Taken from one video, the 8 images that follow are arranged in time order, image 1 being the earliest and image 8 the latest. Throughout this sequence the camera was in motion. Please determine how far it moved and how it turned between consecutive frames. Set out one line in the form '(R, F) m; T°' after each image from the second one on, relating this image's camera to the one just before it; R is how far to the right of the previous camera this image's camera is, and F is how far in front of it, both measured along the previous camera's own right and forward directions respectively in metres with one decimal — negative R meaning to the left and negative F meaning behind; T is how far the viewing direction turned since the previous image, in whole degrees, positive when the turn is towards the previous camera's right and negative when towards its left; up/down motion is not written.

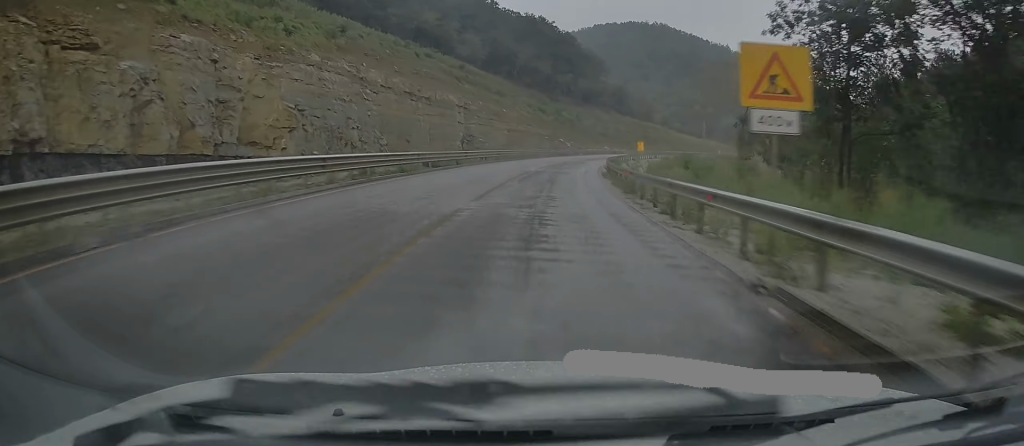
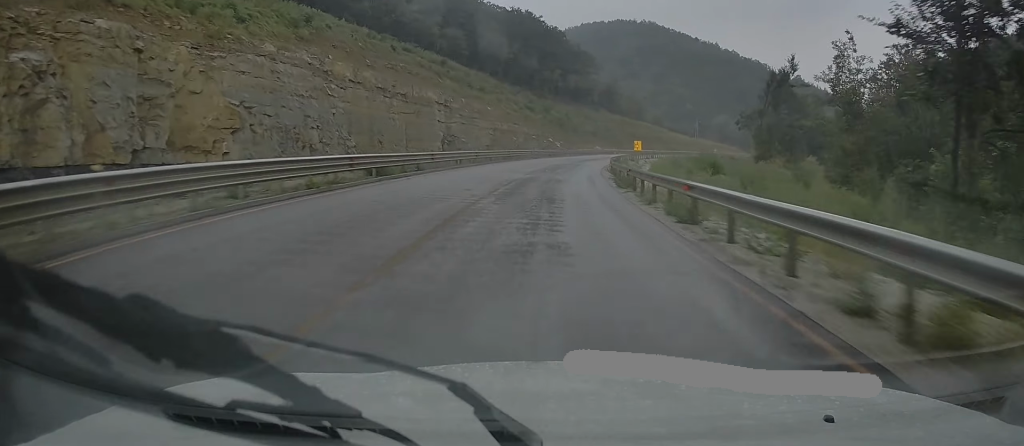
(+0.1, +9.8) m; +1°
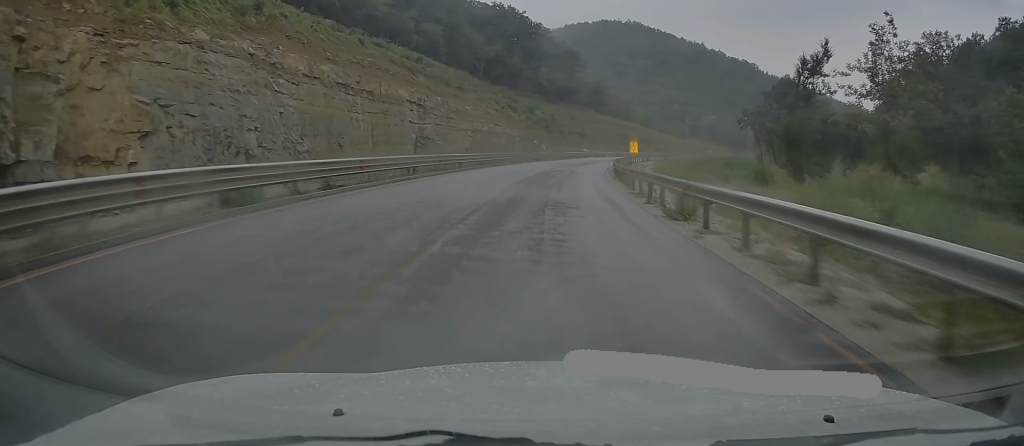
(+0.2, +11.3) m; +1°
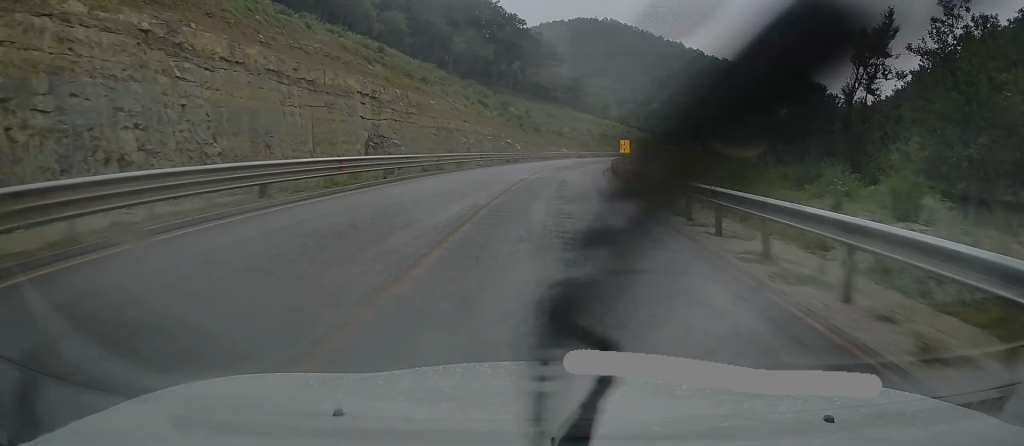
(+0.1, +14.2) m; +1°
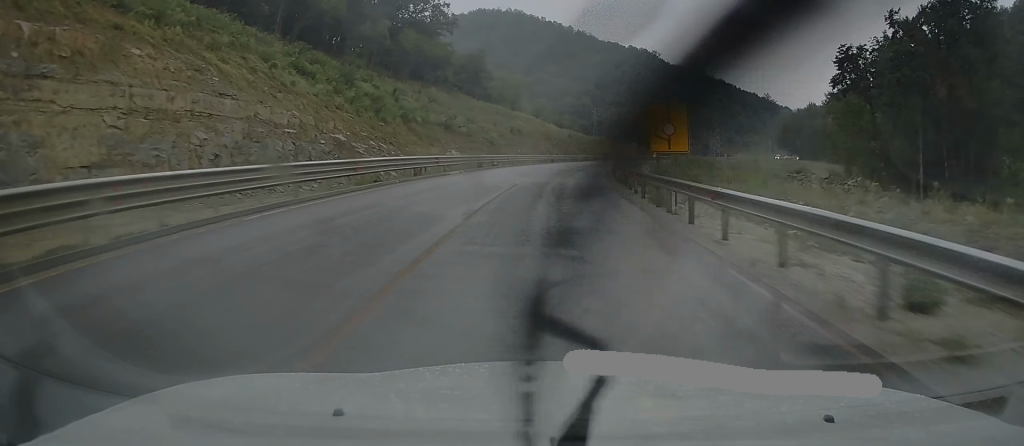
(+4.5, +60.1) m; +9°
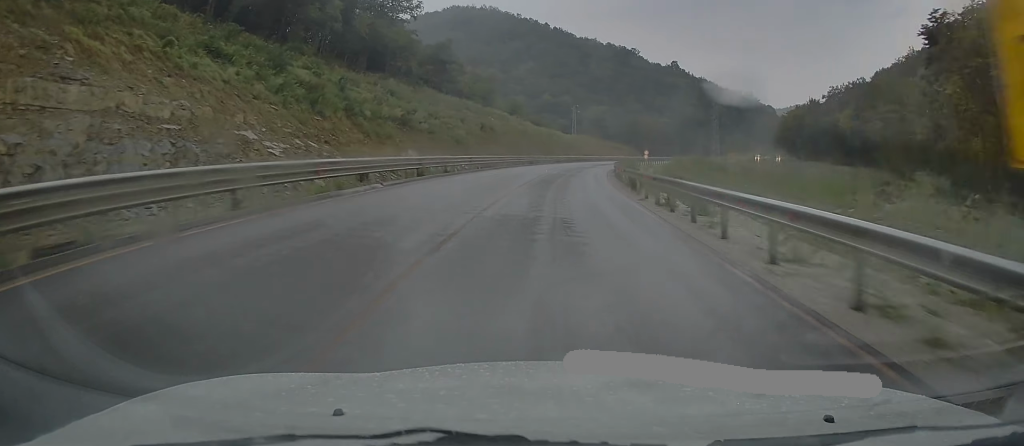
(+0.3, +15.5) m; +2°
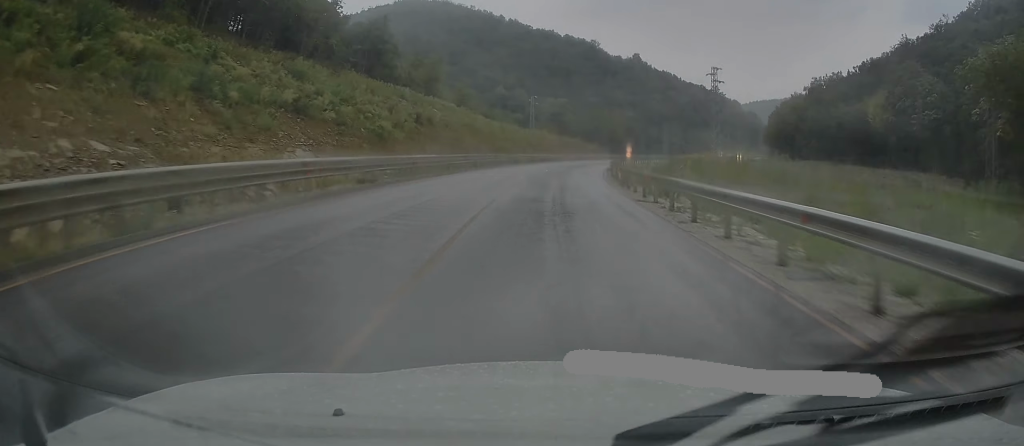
(+0.7, +24.3) m; +3°
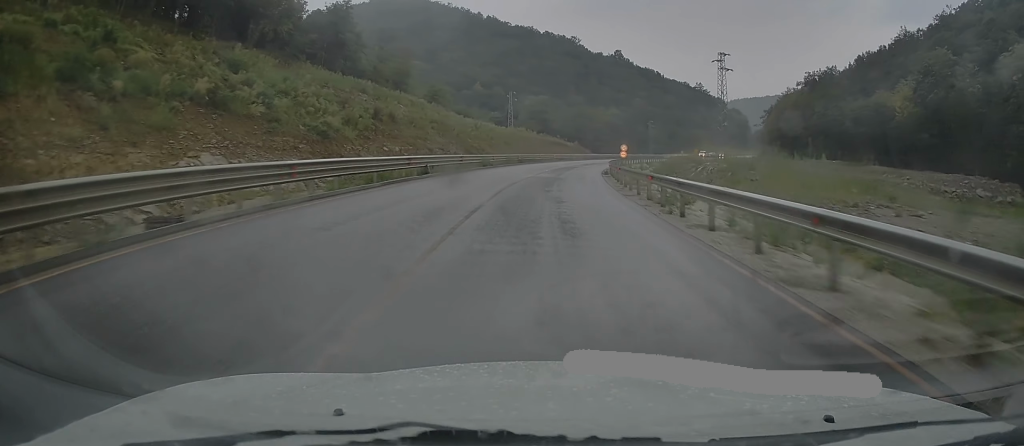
(+0.1, +12.5) m; +2°
